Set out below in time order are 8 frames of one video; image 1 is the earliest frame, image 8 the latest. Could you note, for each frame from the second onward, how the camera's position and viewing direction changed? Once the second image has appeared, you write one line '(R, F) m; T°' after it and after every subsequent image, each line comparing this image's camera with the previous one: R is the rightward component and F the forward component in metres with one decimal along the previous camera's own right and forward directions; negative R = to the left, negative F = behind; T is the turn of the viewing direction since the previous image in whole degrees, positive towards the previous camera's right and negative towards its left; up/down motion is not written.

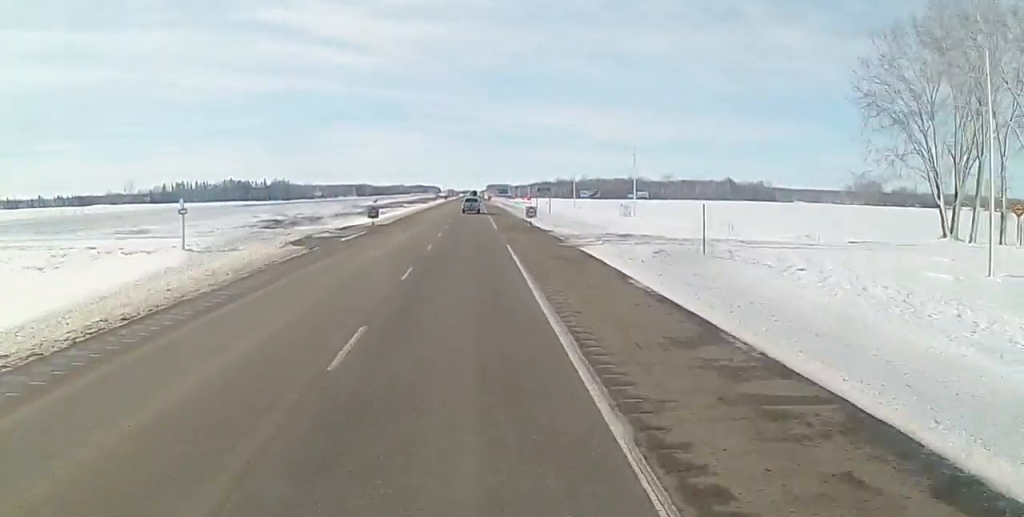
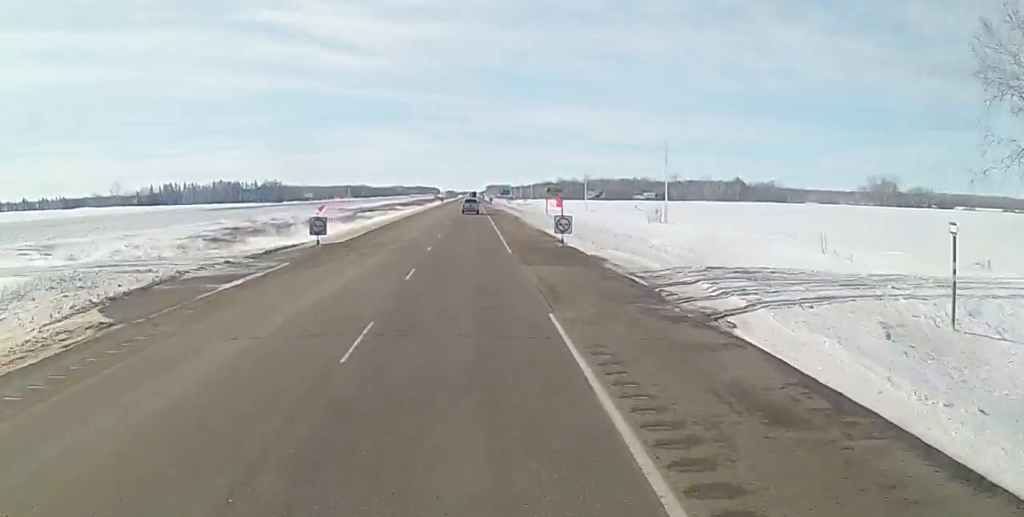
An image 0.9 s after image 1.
(0.0, +23.6) m; 0°
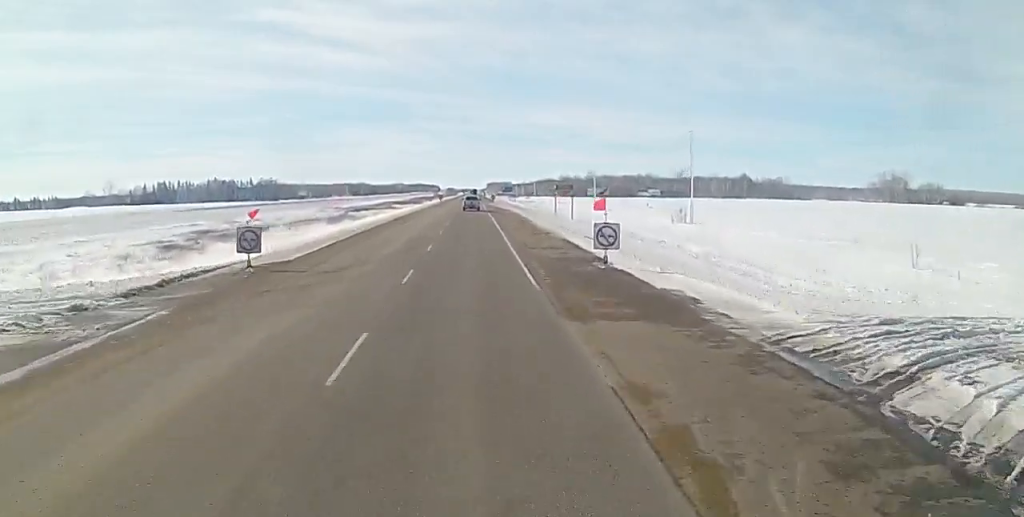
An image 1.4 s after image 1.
(0.0, +13.6) m; 0°
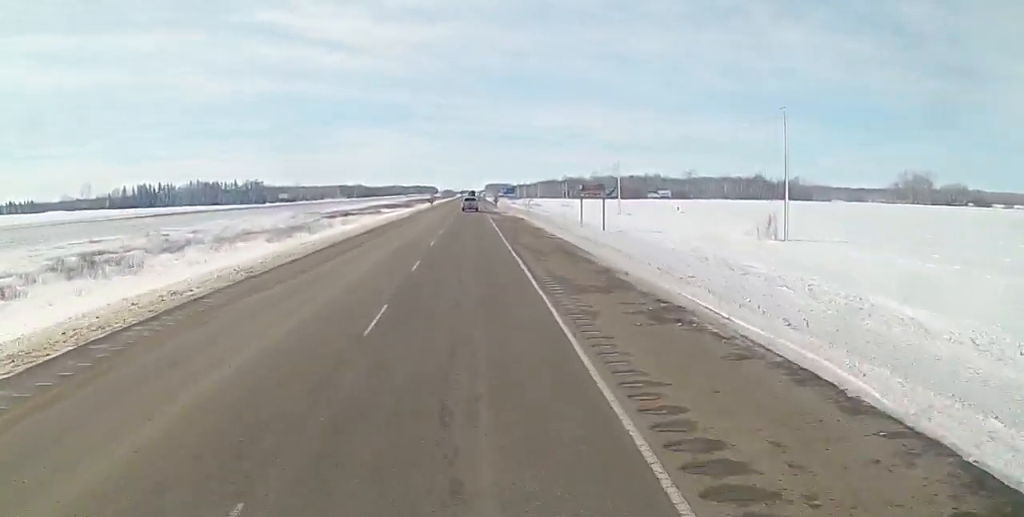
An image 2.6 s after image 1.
(0.0, +32.7) m; 0°
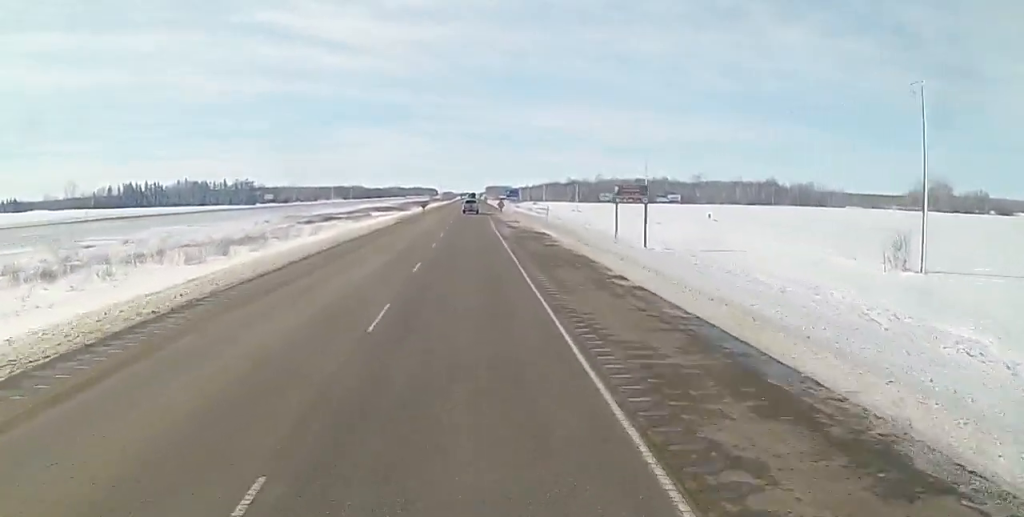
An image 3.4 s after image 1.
(0.0, +23.5) m; -1°
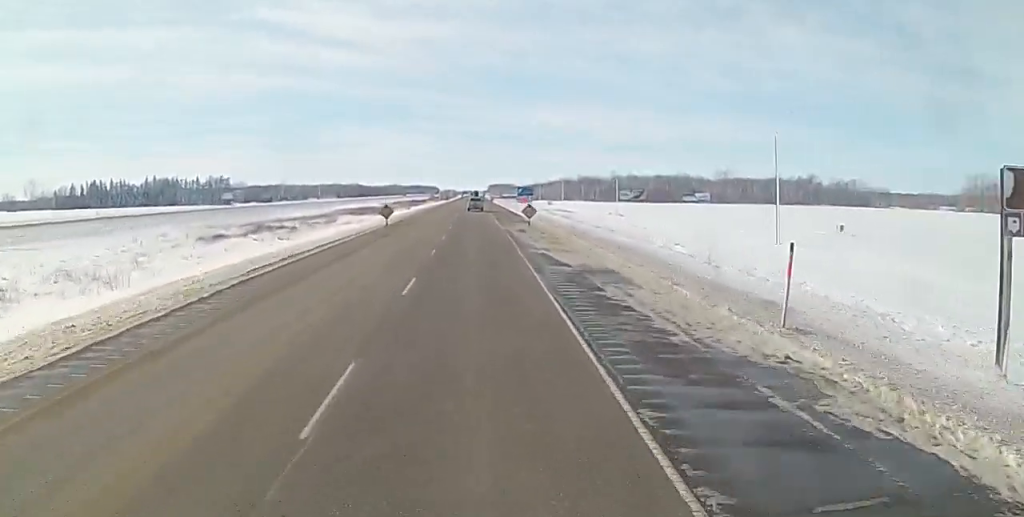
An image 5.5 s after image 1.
(-0.5, +55.5) m; 0°
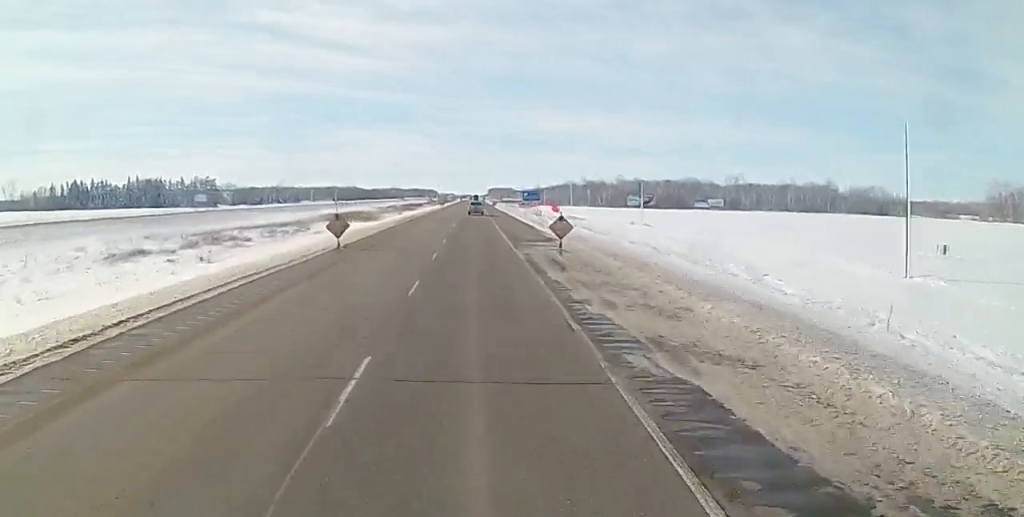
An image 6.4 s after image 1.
(+0.2, +23.7) m; +1°
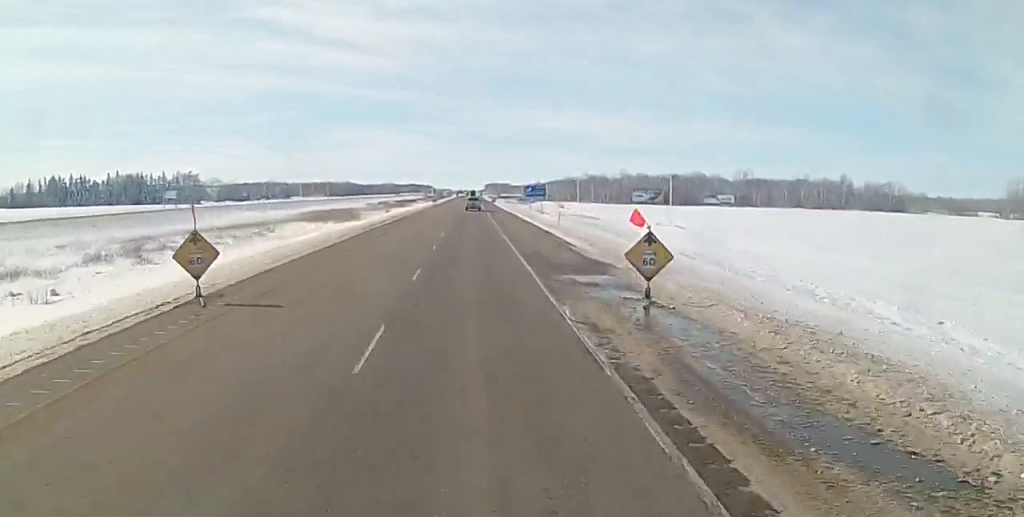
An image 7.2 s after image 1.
(0.0, +21.4) m; 0°
